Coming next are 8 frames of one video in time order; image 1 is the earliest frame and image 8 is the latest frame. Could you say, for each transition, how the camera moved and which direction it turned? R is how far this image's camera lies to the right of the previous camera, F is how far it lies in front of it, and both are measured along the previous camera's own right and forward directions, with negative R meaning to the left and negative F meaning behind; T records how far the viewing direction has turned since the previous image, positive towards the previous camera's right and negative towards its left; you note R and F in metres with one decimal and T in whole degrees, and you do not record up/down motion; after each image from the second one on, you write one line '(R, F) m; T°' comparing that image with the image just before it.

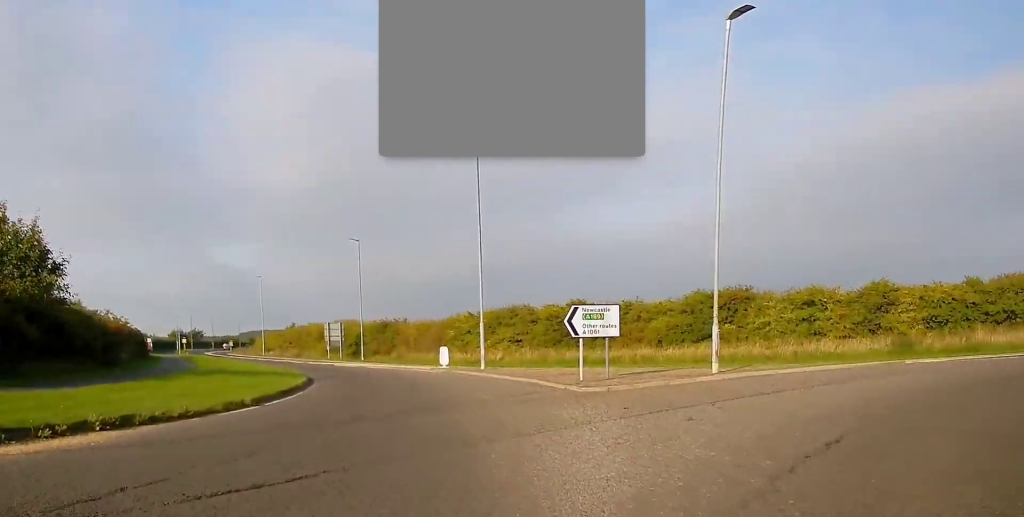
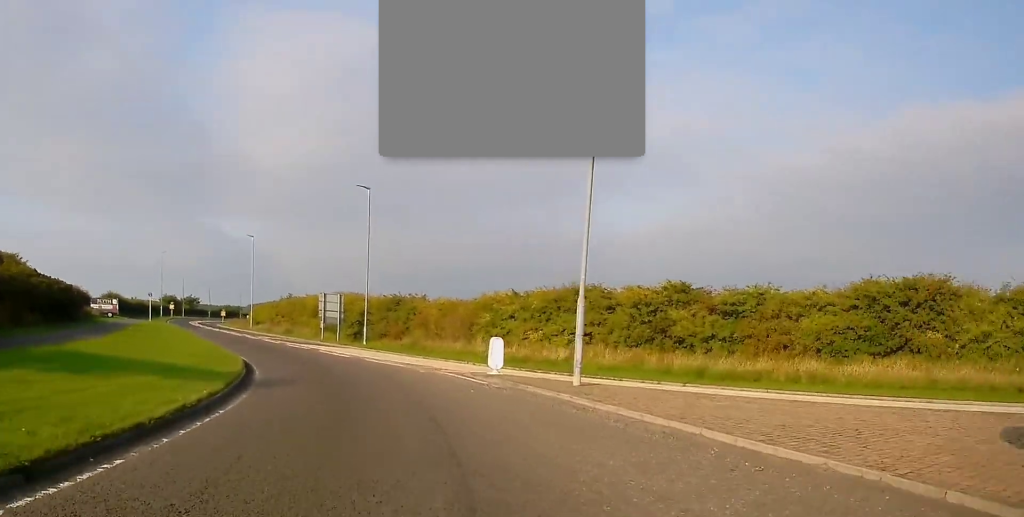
(+0.1, +15.5) m; +1°
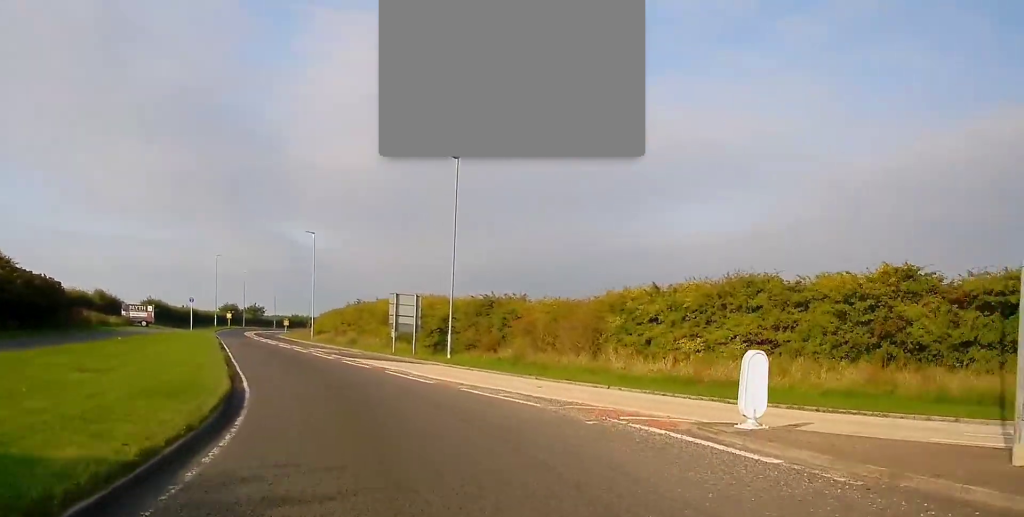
(+0.1, +11.4) m; -3°
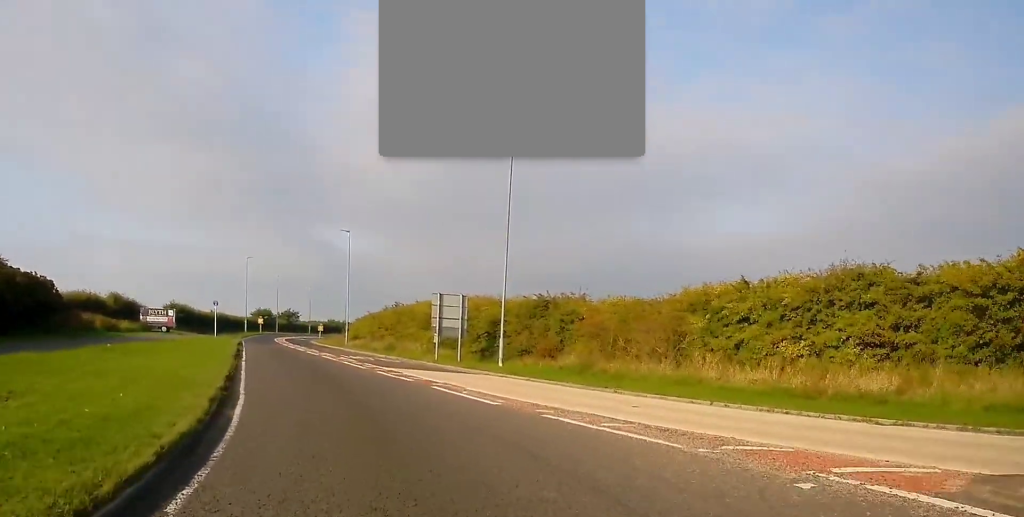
(0.0, +4.7) m; -3°
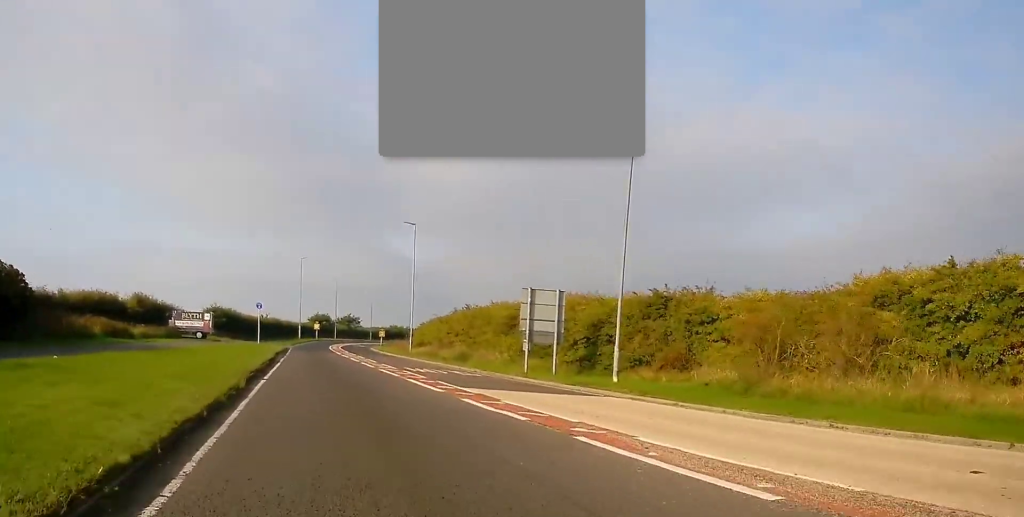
(-0.3, +8.3) m; -5°
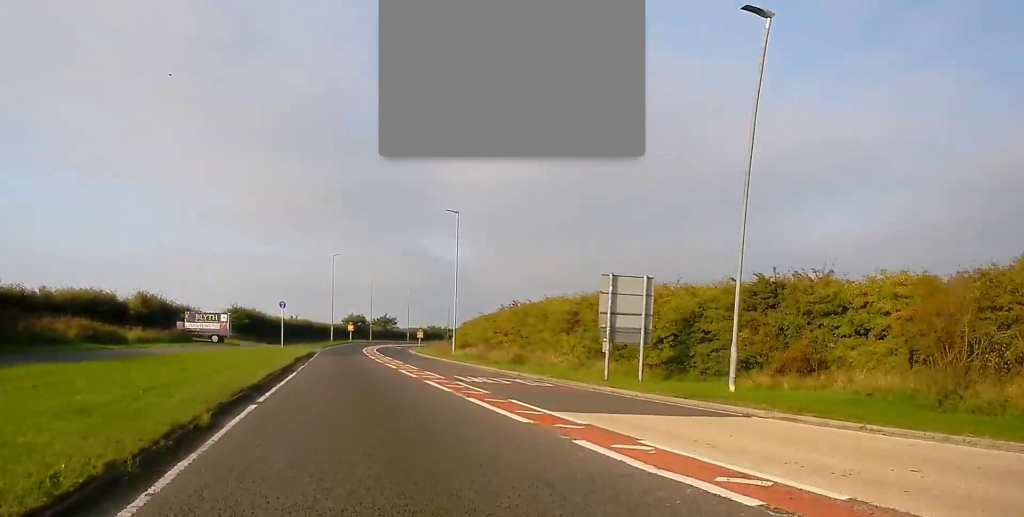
(-0.2, +6.2) m; -3°
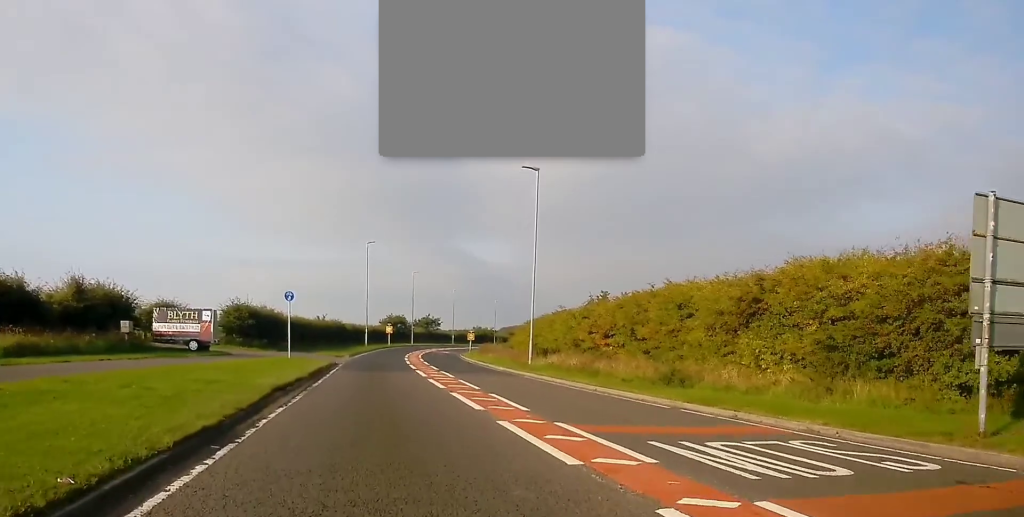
(-0.7, +15.5) m; -5°
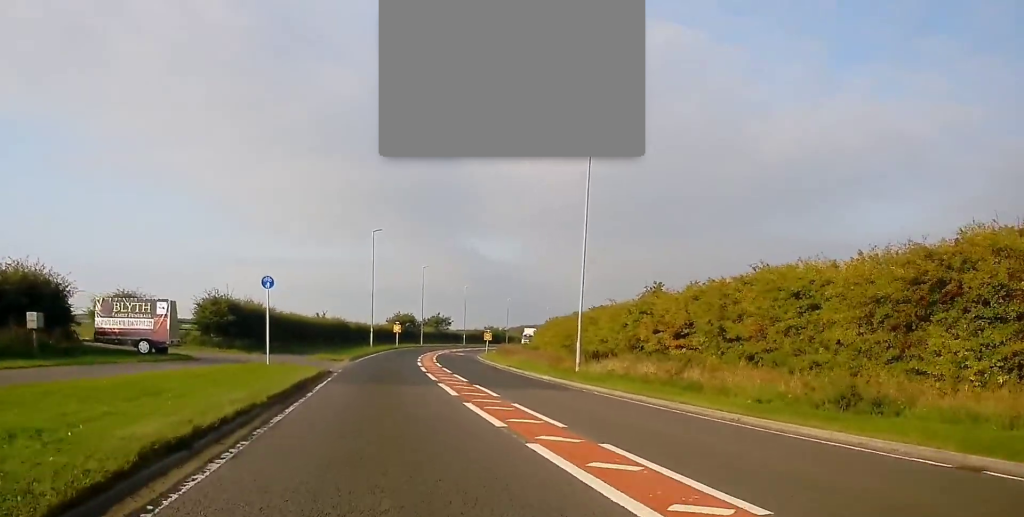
(-0.2, +8.6) m; -1°
